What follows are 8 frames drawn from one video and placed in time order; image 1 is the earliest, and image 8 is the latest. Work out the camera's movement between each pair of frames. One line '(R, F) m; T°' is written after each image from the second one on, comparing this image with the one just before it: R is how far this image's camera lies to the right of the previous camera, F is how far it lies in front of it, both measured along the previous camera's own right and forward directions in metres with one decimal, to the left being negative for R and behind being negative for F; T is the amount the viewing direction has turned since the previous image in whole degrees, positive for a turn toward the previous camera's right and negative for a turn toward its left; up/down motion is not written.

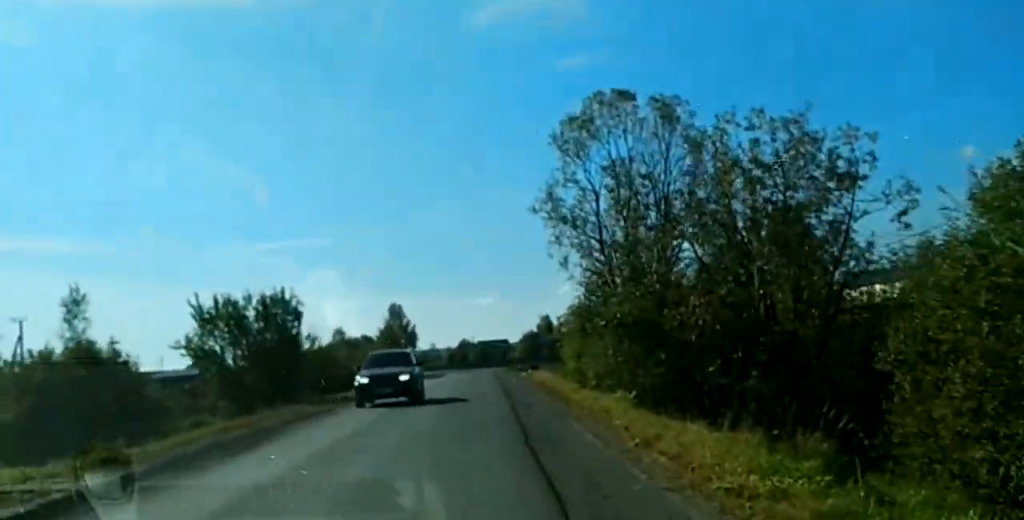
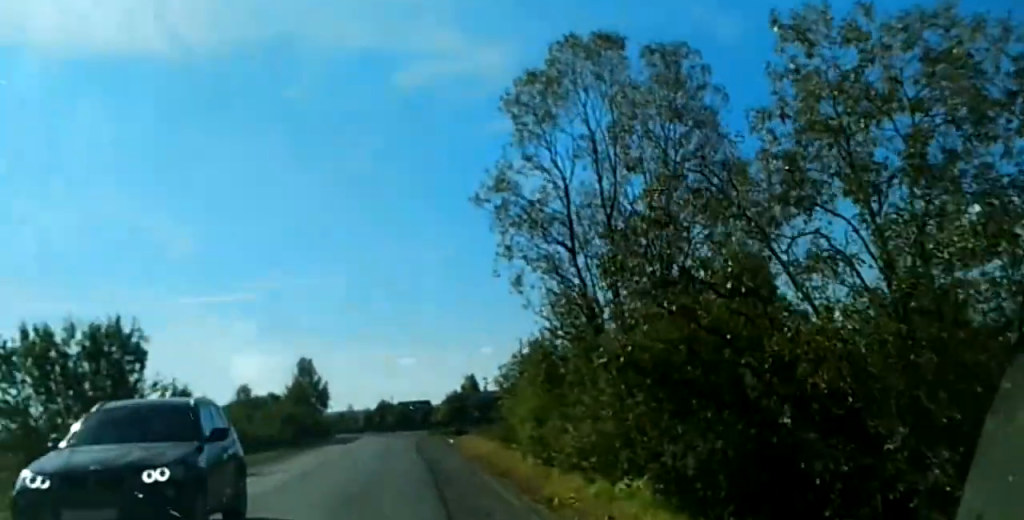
(-0.1, +11.8) m; -1°
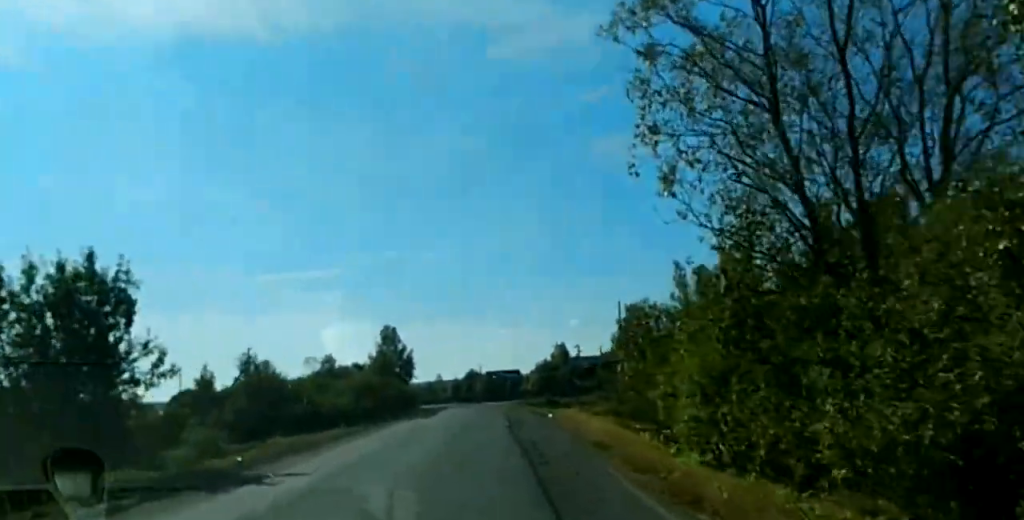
(0.0, +11.0) m; +1°
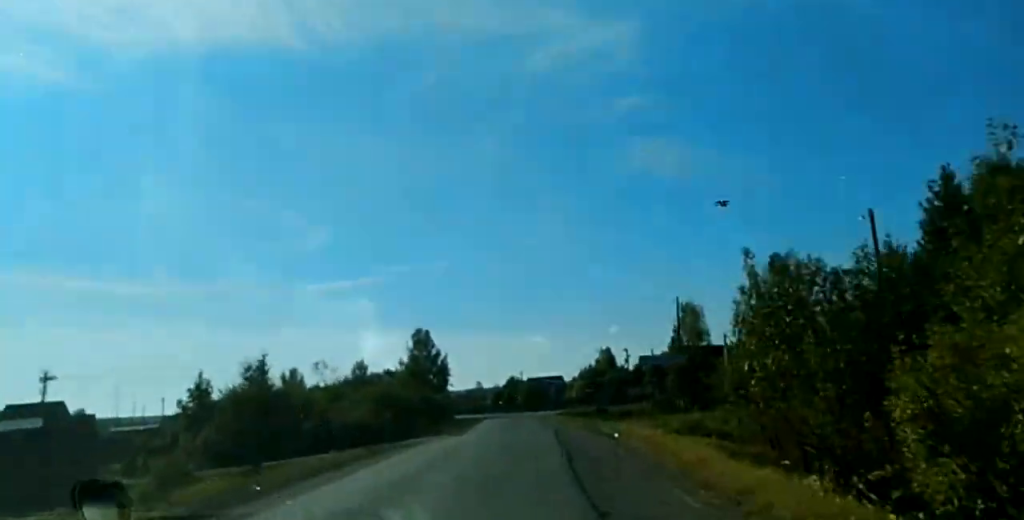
(0.0, +11.8) m; 0°
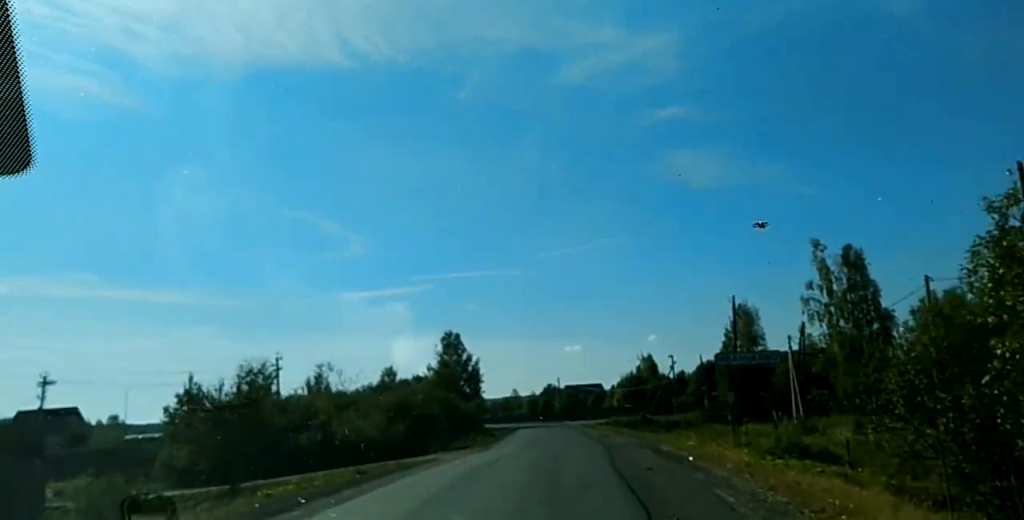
(+0.1, +9.5) m; 0°
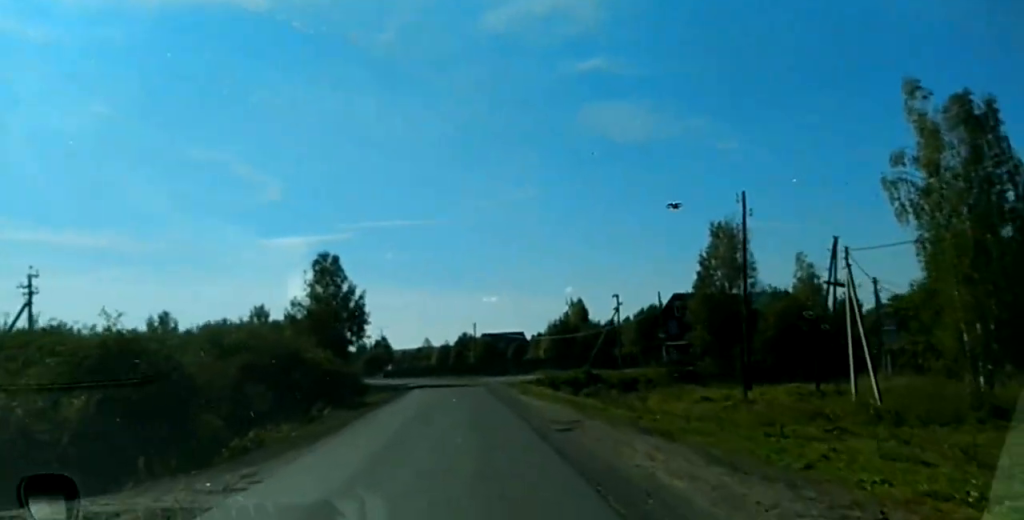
(-0.1, +31.9) m; 0°
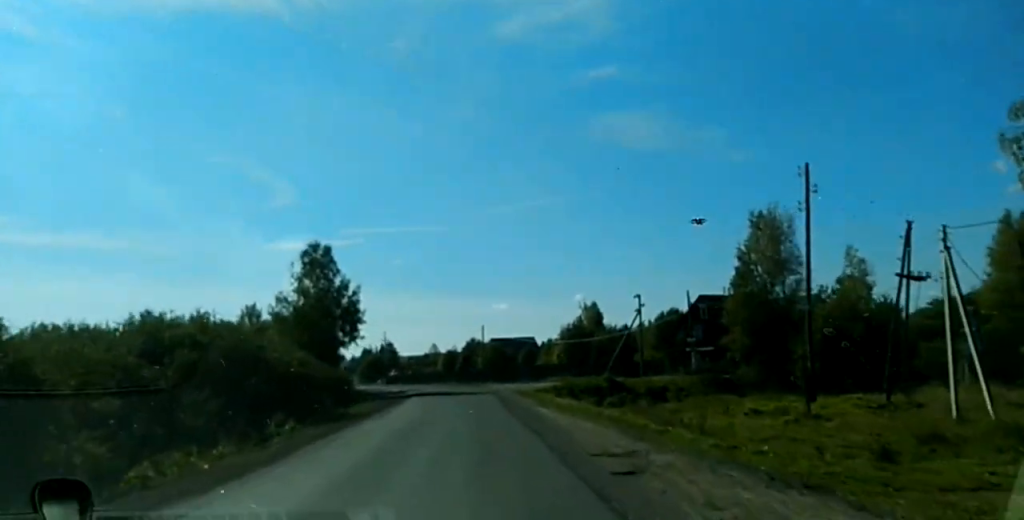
(+0.2, +9.6) m; 0°
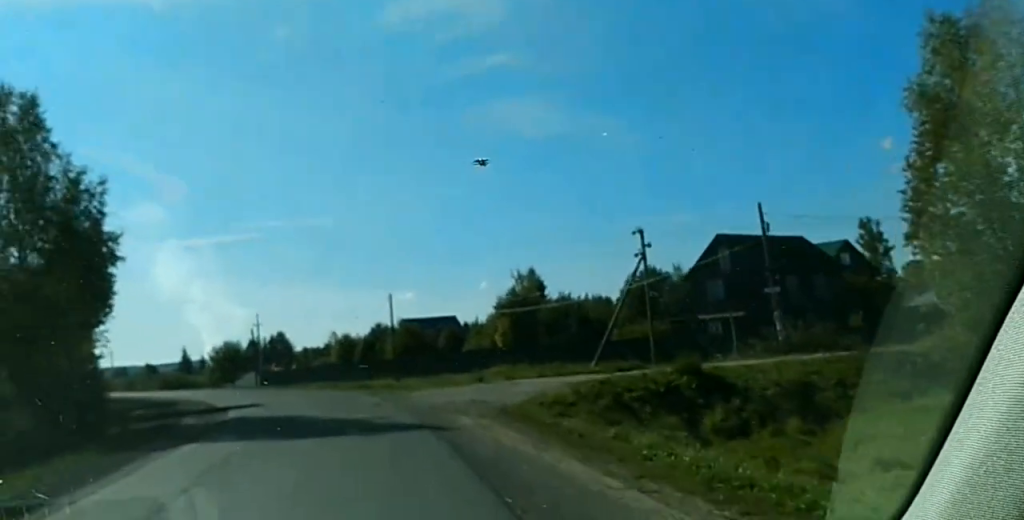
(-0.9, +40.7) m; -4°
